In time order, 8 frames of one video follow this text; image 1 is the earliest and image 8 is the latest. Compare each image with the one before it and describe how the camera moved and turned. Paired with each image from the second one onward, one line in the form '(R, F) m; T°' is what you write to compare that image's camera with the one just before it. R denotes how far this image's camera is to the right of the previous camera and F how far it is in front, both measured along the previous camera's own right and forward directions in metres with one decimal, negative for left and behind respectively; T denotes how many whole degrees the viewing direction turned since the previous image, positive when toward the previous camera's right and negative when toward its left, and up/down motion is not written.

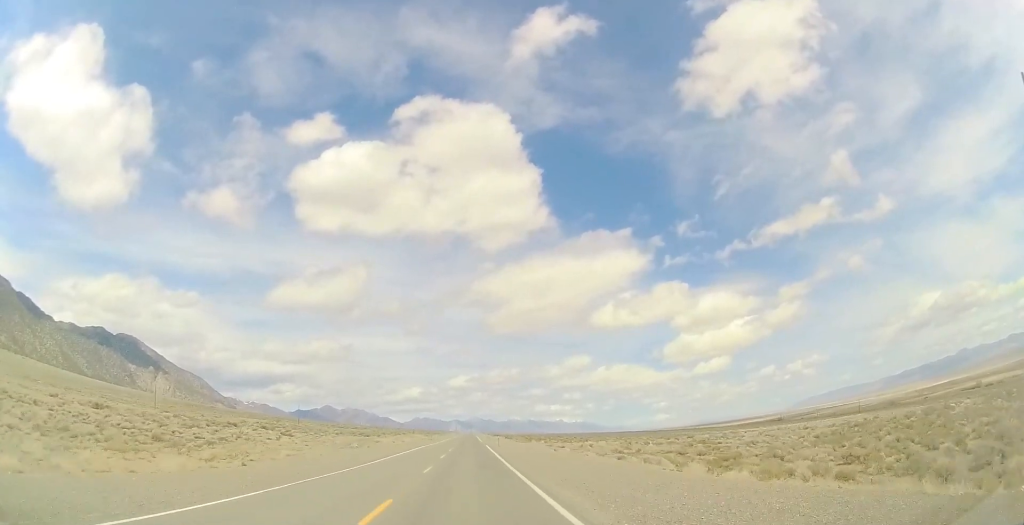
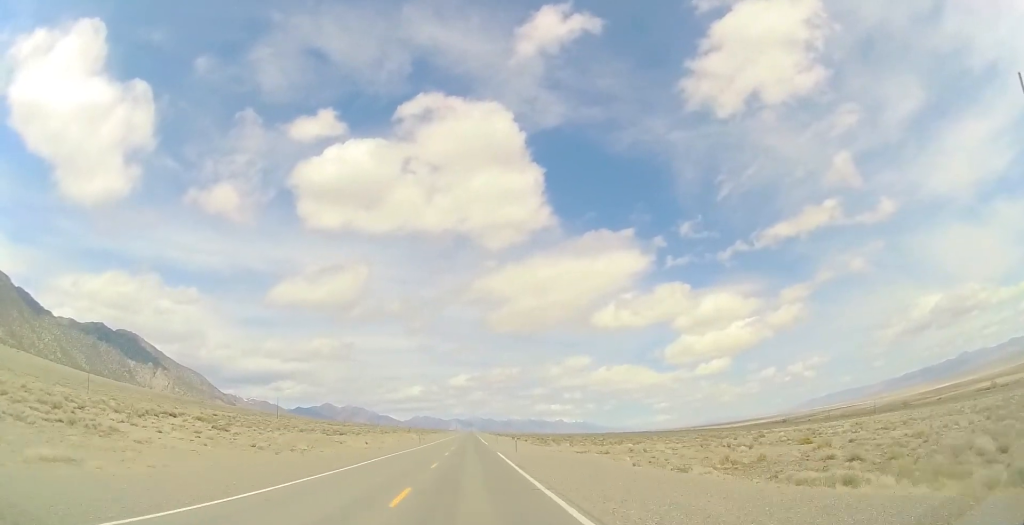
(-0.2, +21.9) m; 0°
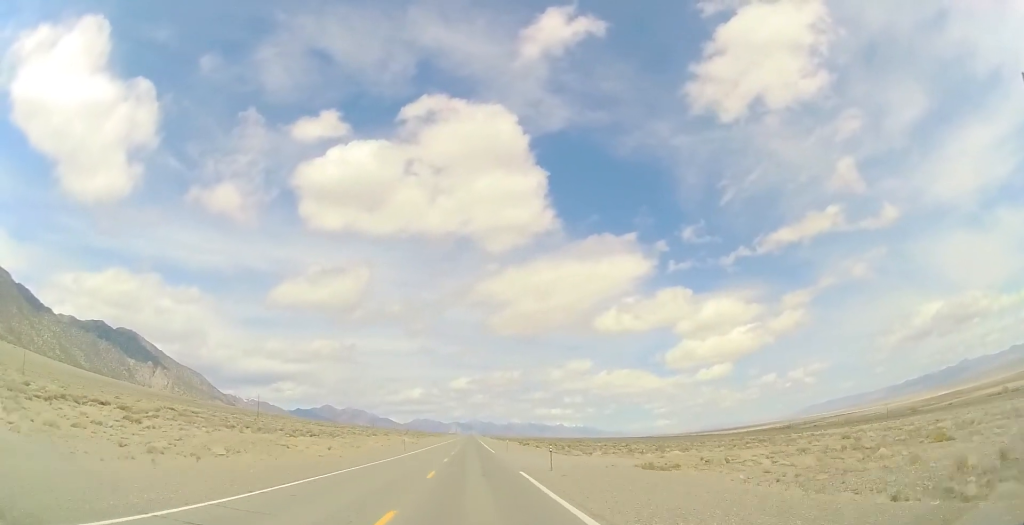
(+0.2, +16.4) m; 0°
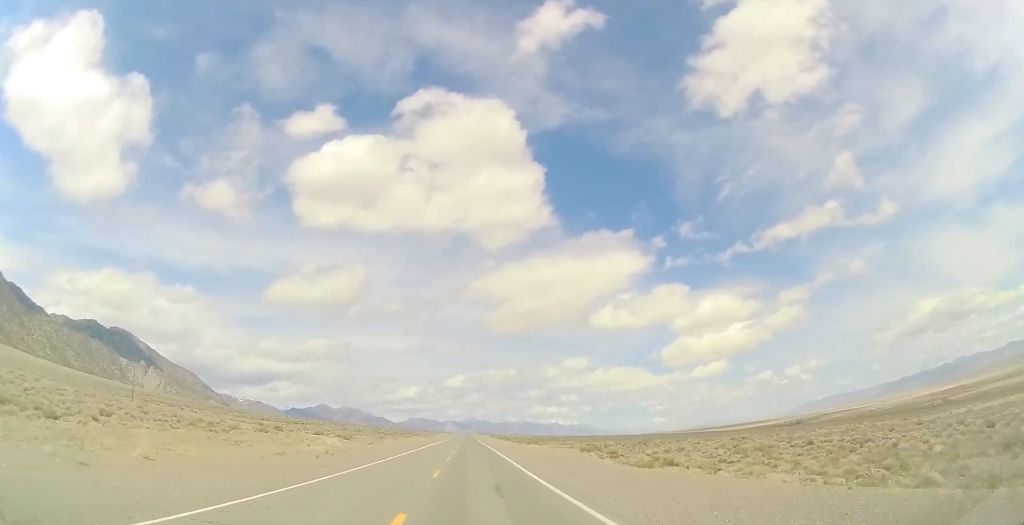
(+0.4, +61.2) m; 0°
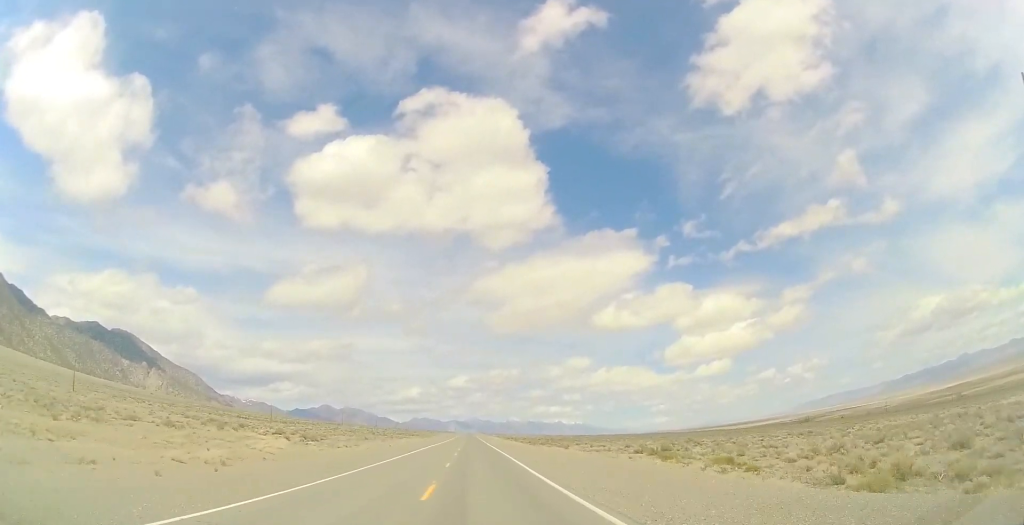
(0.0, +18.6) m; 0°
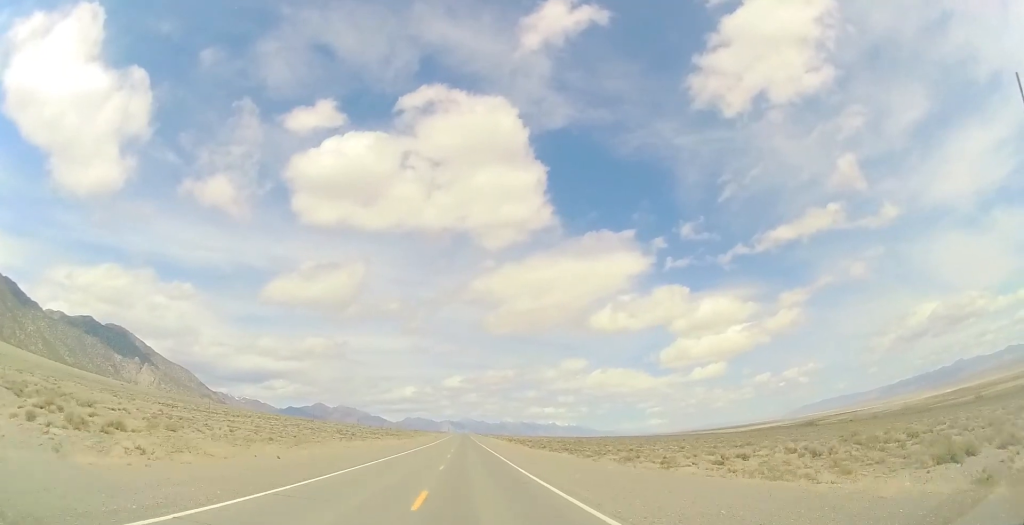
(0.0, +38.2) m; 0°
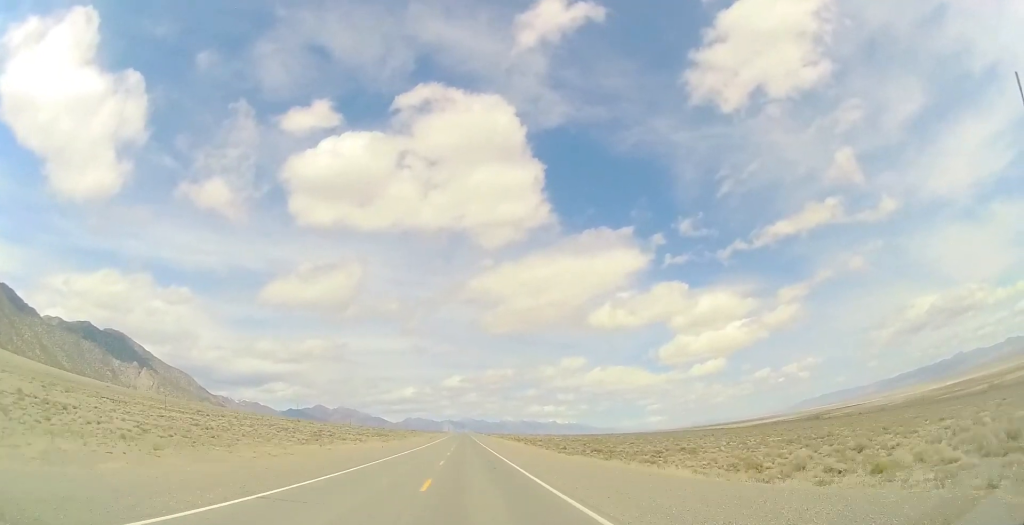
(0.0, +20.8) m; 0°
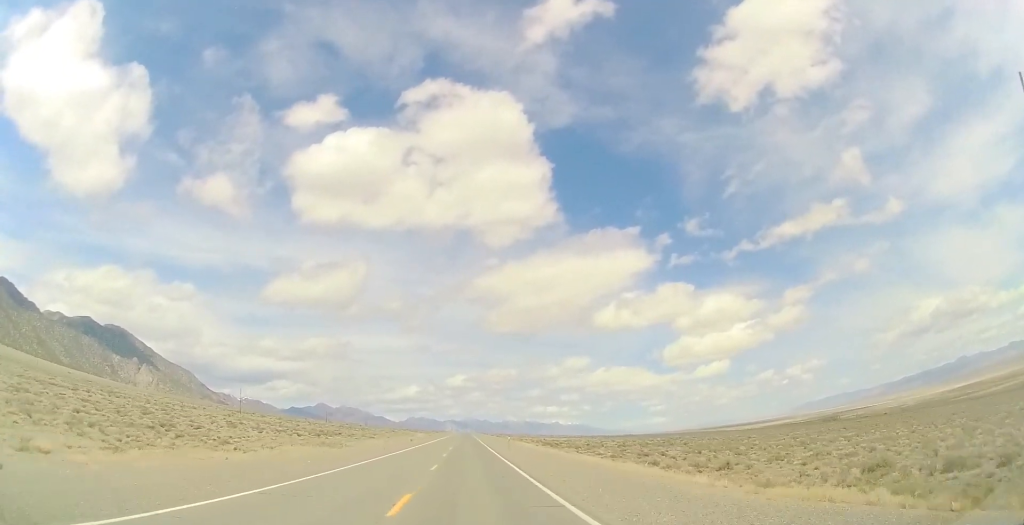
(0.0, +53.5) m; 0°
